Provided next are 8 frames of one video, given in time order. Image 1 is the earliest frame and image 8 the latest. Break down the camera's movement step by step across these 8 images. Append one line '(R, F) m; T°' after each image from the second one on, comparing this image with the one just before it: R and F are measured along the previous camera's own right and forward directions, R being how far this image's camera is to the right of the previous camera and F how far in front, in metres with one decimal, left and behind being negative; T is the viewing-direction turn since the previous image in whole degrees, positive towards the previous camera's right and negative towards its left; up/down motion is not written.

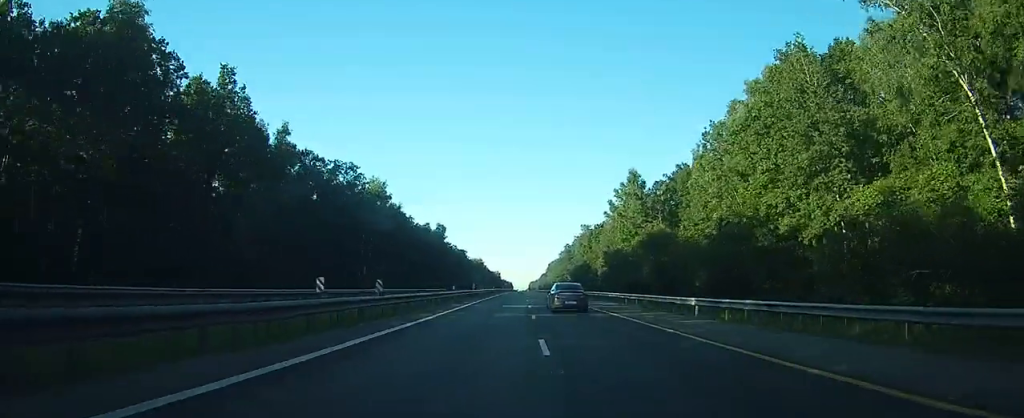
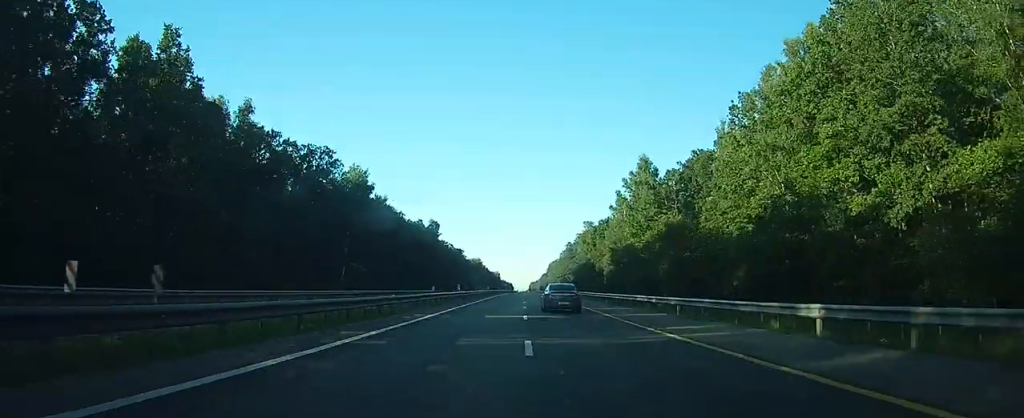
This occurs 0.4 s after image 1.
(+0.1, +11.9) m; 0°
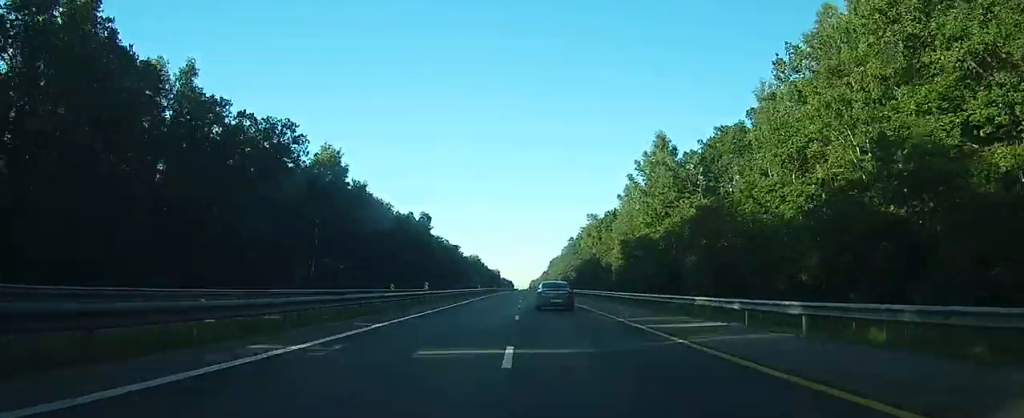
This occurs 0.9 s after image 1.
(0.0, +13.9) m; 0°
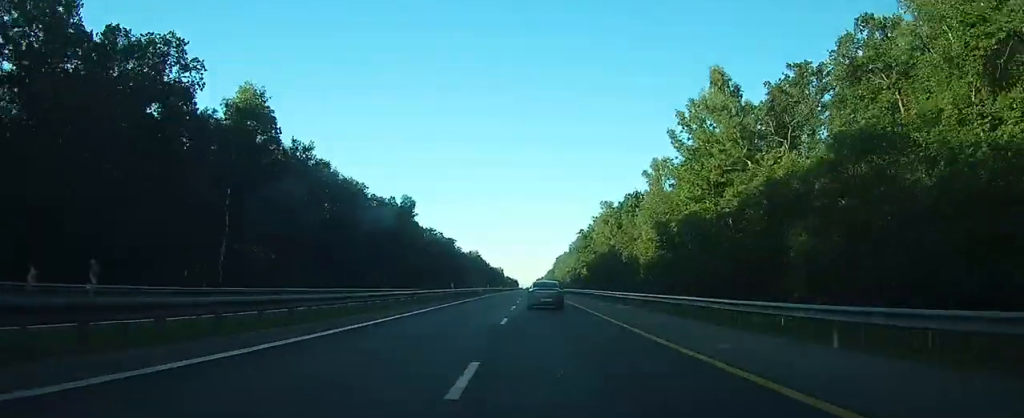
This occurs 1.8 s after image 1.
(+0.1, +26.7) m; 0°
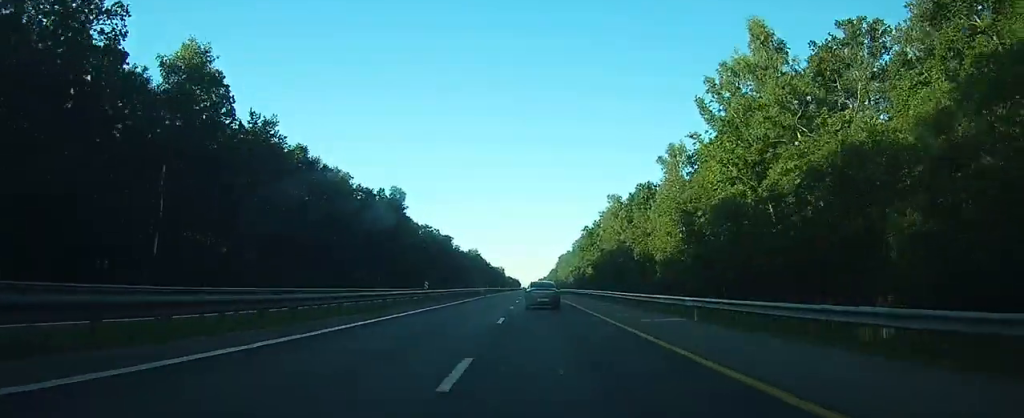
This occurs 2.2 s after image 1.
(0.0, +11.8) m; 0°
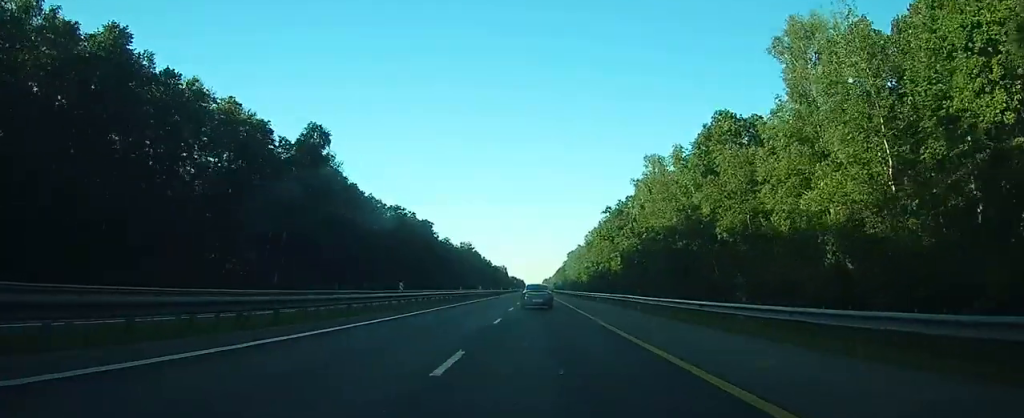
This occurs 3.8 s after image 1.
(-0.4, +47.7) m; -1°
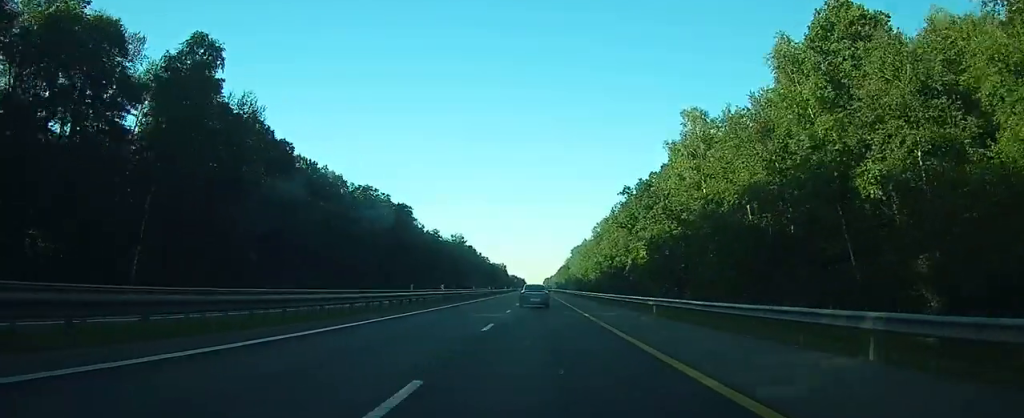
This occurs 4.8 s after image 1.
(-0.1, +27.8) m; 0°
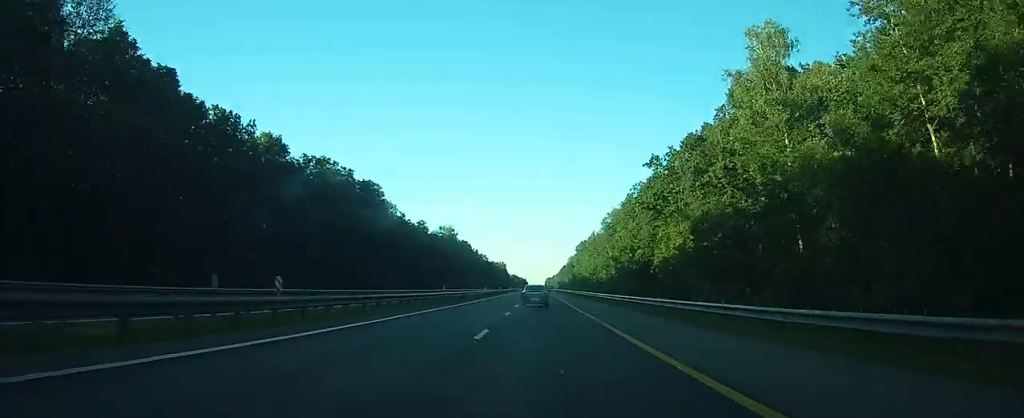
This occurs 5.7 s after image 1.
(0.0, +26.6) m; 0°
